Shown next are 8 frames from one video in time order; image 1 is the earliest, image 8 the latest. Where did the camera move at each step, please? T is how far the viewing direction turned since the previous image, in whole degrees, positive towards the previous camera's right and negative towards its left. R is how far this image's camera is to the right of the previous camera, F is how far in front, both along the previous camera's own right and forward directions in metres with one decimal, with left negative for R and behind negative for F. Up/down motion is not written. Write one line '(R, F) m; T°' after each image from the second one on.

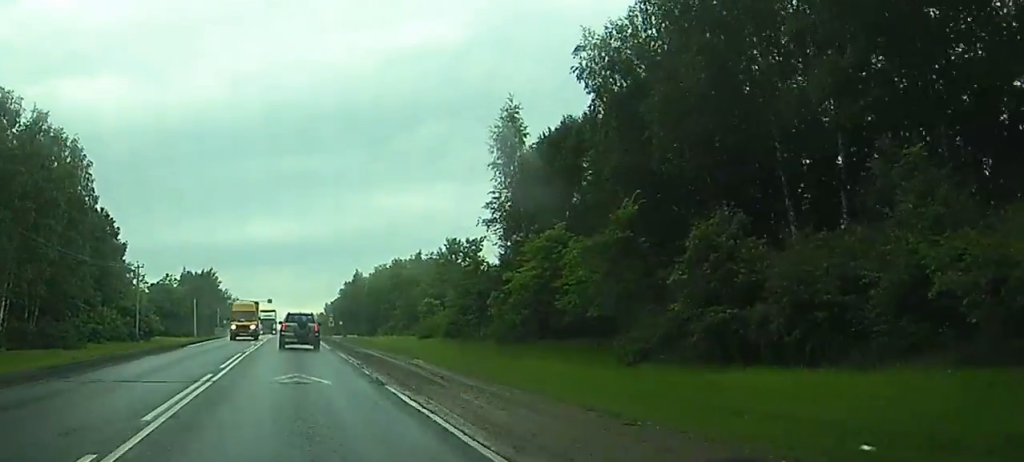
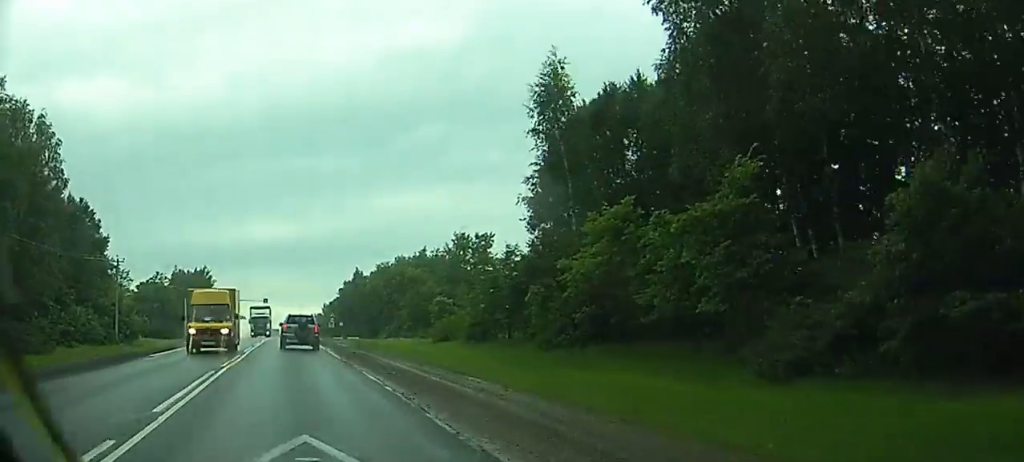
(-0.2, +10.7) m; -1°
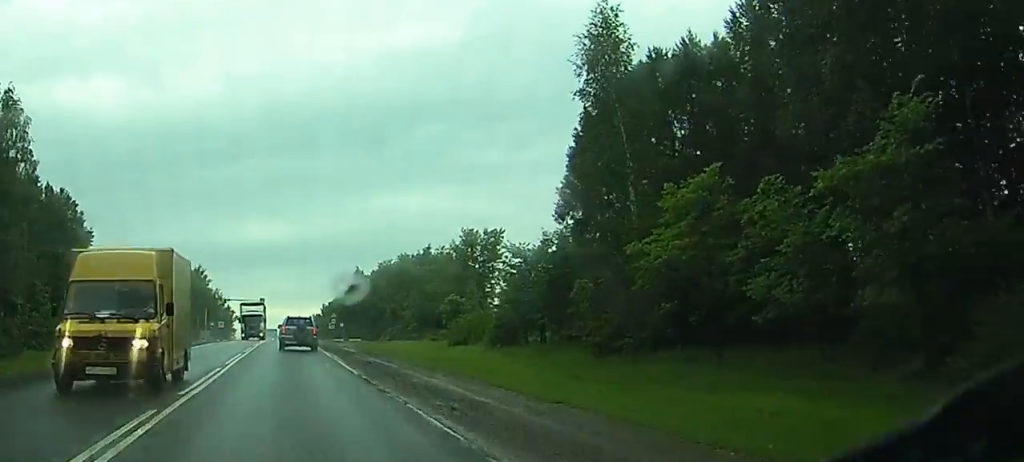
(0.0, +8.7) m; 0°
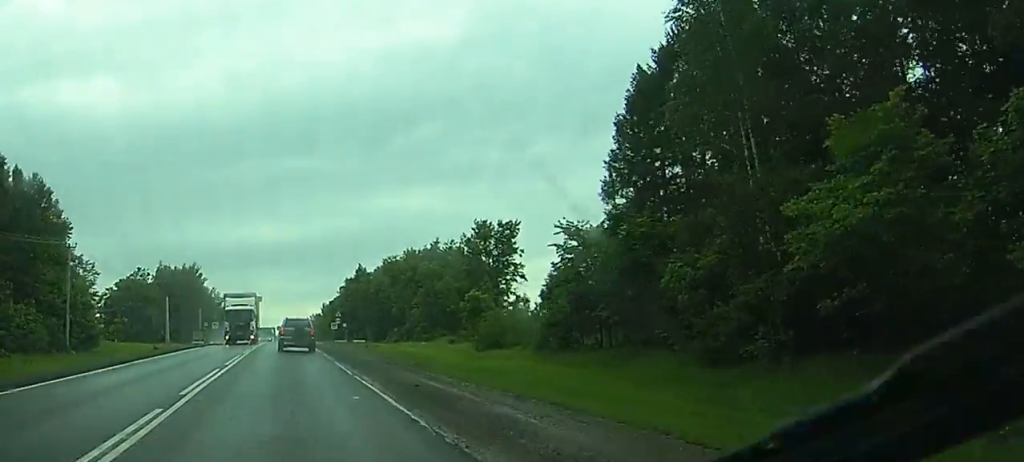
(0.0, +10.8) m; 0°
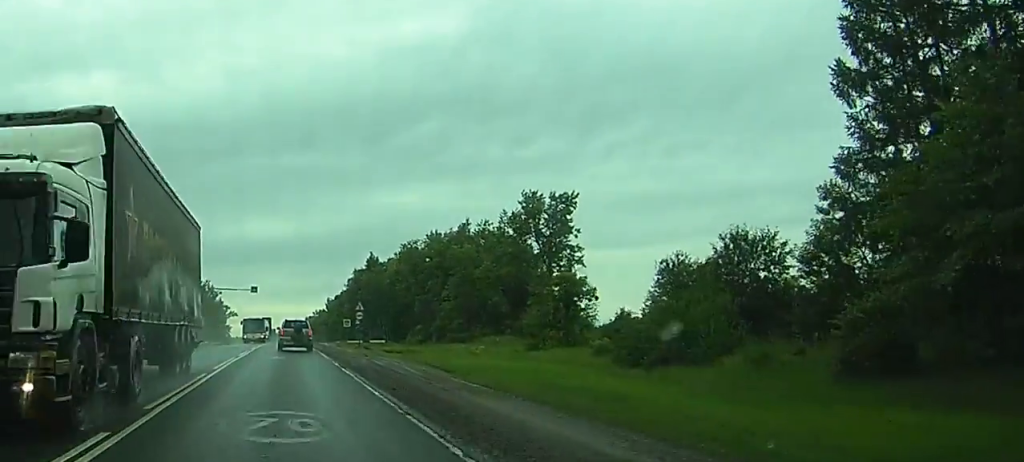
(+0.6, +26.6) m; +3°
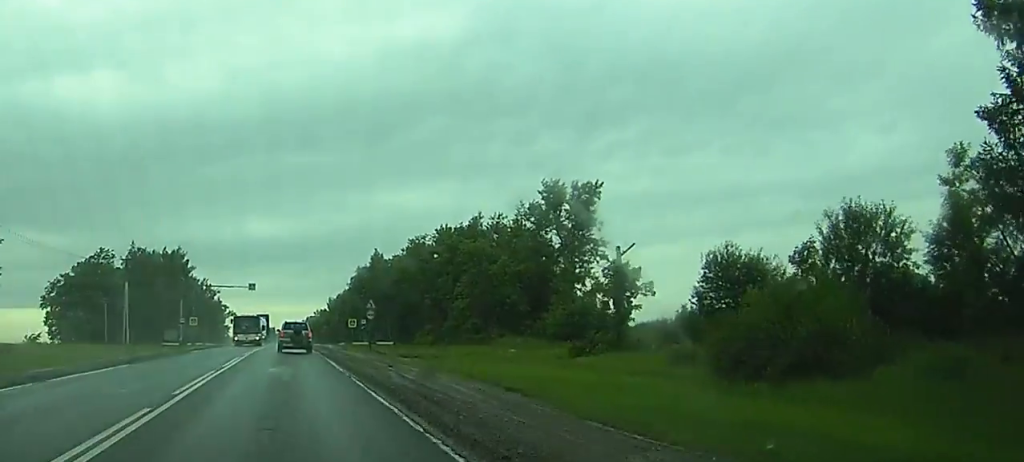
(+0.1, +8.5) m; +1°
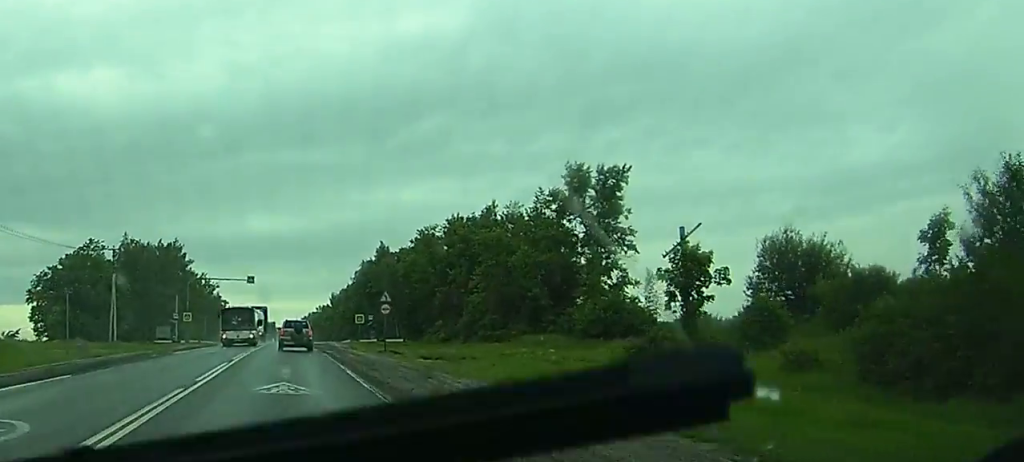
(+0.1, +8.1) m; 0°
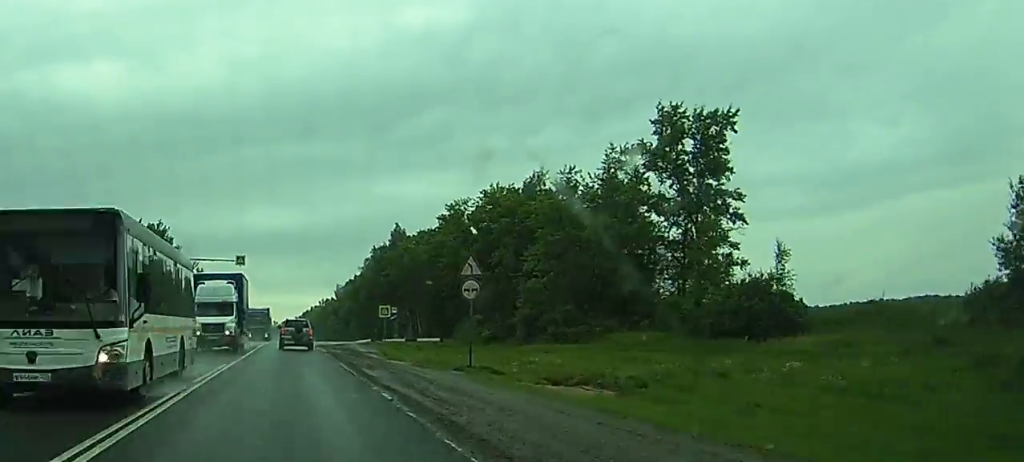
(+0.1, +23.4) m; +1°
